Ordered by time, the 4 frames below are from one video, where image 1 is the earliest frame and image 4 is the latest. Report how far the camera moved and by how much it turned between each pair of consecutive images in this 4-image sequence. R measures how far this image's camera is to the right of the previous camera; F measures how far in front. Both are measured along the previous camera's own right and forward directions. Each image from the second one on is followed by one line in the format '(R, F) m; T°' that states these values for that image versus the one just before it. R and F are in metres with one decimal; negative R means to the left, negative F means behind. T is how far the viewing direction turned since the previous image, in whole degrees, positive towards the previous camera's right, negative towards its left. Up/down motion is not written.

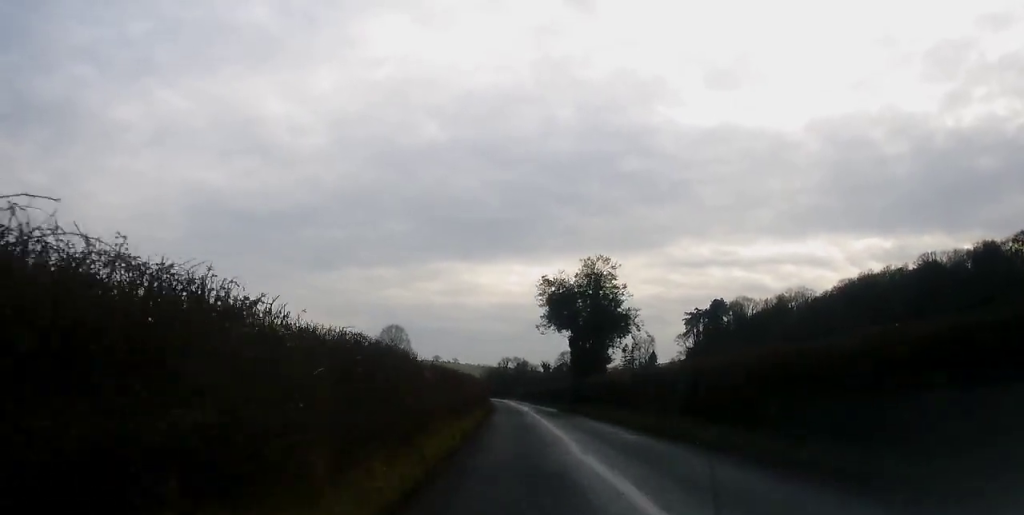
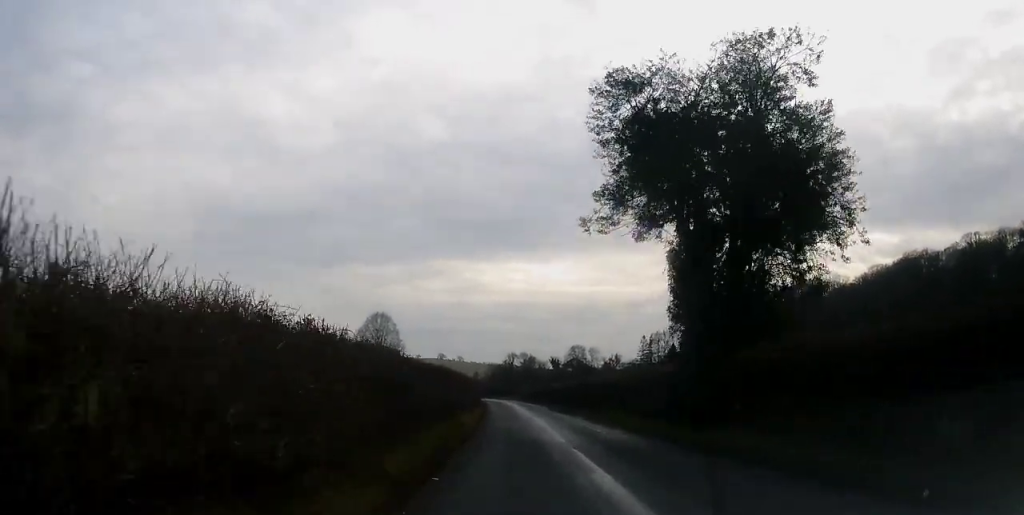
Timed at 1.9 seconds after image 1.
(-0.2, +33.7) m; -1°
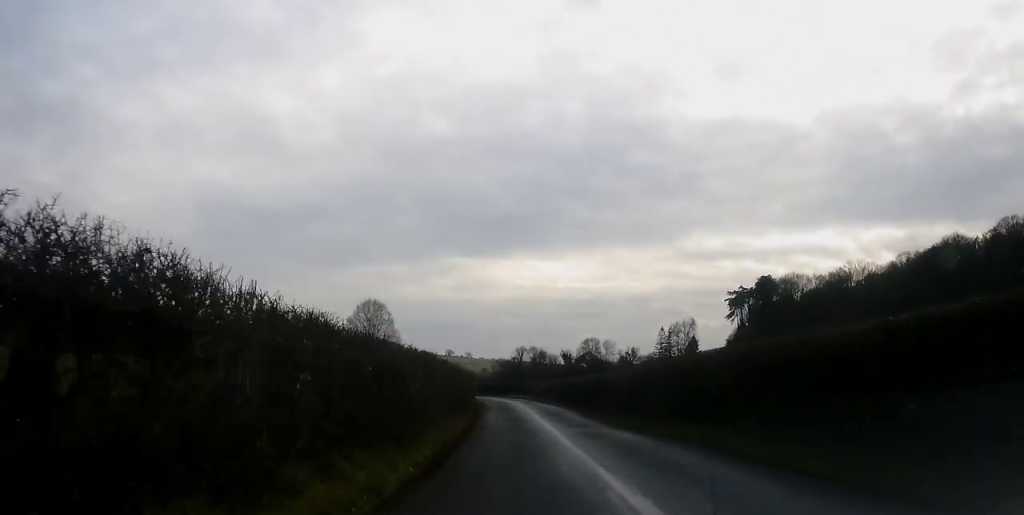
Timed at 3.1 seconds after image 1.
(+0.2, +22.7) m; 0°
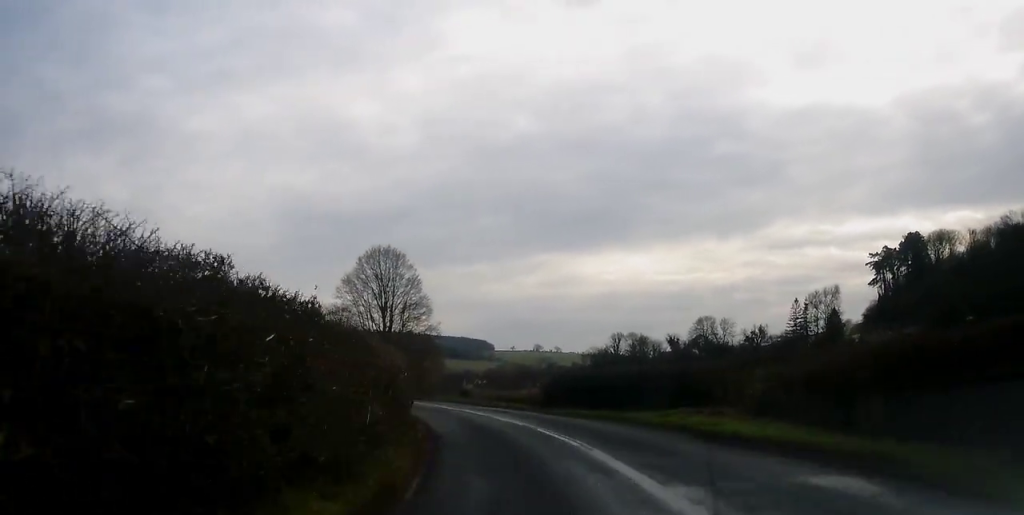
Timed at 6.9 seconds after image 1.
(-3.0, +68.6) m; -8°
